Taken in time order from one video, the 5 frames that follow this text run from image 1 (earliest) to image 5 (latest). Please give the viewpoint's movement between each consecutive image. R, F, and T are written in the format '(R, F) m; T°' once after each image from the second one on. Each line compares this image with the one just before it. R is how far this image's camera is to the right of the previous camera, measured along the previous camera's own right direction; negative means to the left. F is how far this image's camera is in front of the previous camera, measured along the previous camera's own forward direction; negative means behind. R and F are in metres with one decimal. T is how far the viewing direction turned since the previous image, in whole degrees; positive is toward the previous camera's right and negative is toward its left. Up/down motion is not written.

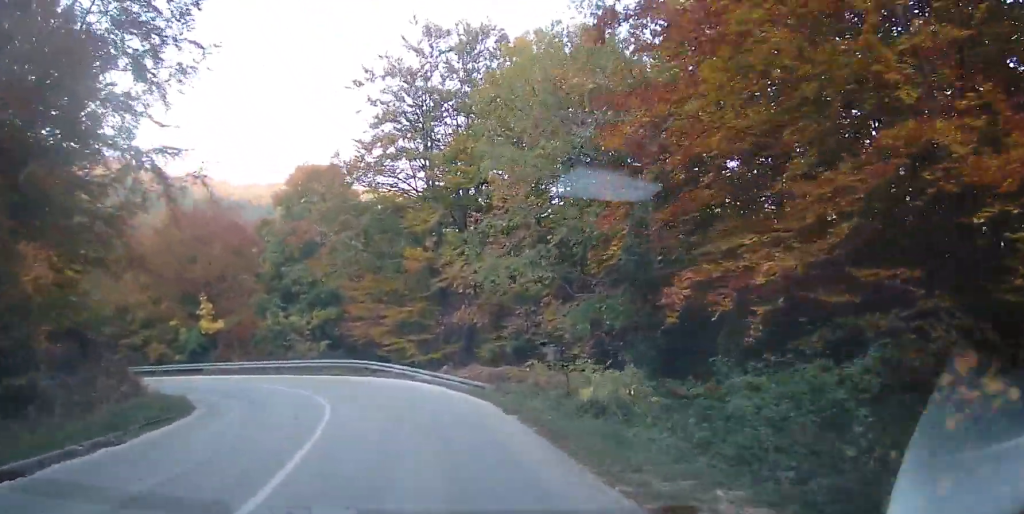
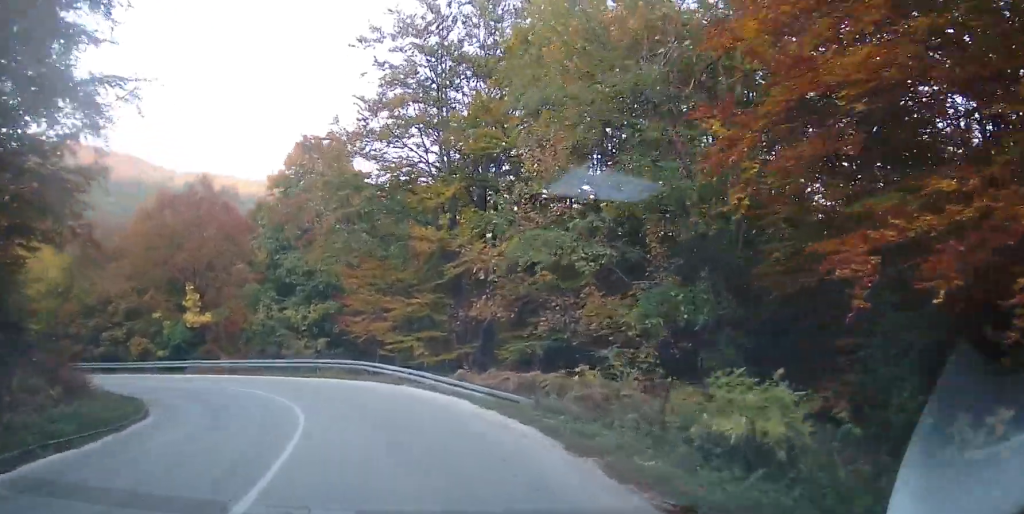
(+0.1, +4.4) m; -1°
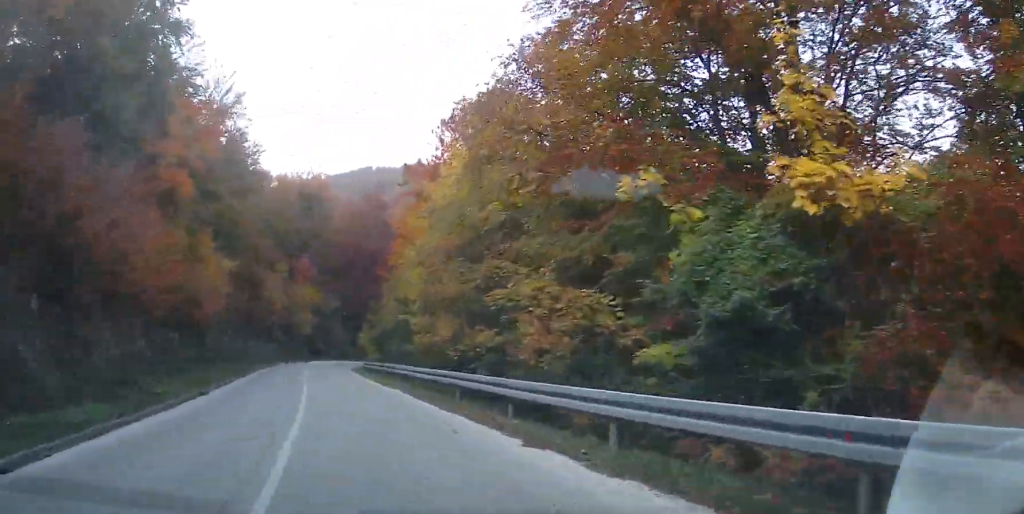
(-12.7, +27.4) m; -54°
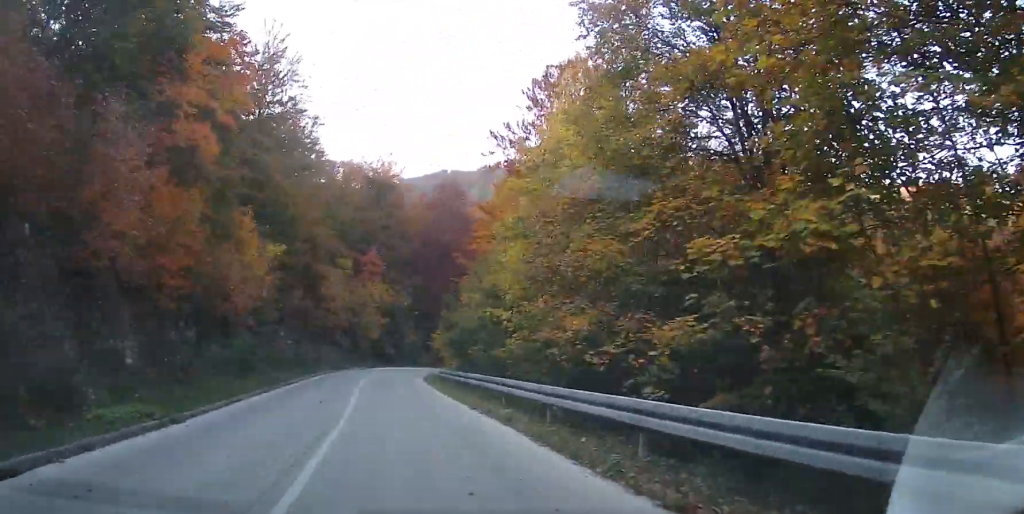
(+0.3, +7.6) m; -2°
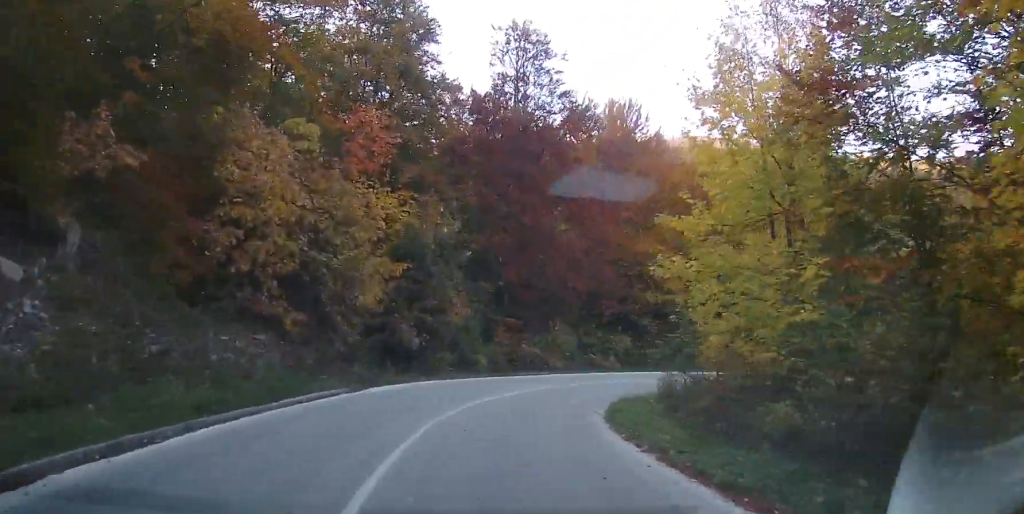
(-1.3, +34.1) m; +2°
